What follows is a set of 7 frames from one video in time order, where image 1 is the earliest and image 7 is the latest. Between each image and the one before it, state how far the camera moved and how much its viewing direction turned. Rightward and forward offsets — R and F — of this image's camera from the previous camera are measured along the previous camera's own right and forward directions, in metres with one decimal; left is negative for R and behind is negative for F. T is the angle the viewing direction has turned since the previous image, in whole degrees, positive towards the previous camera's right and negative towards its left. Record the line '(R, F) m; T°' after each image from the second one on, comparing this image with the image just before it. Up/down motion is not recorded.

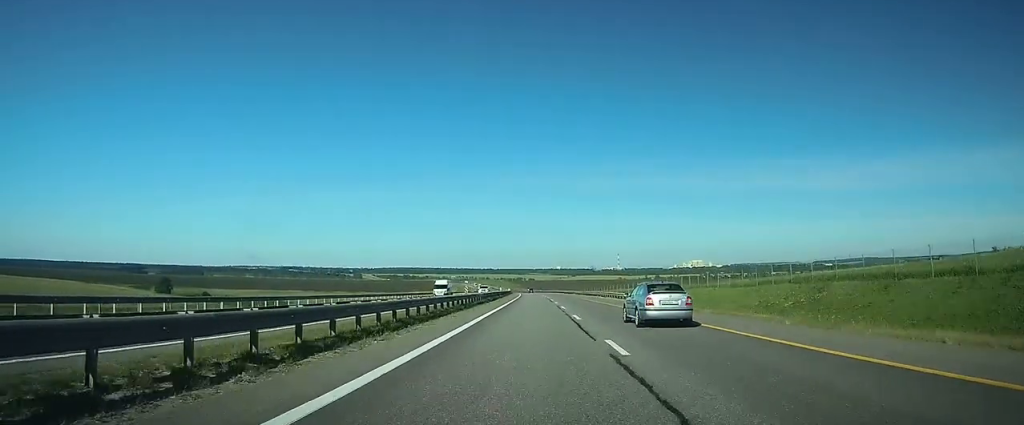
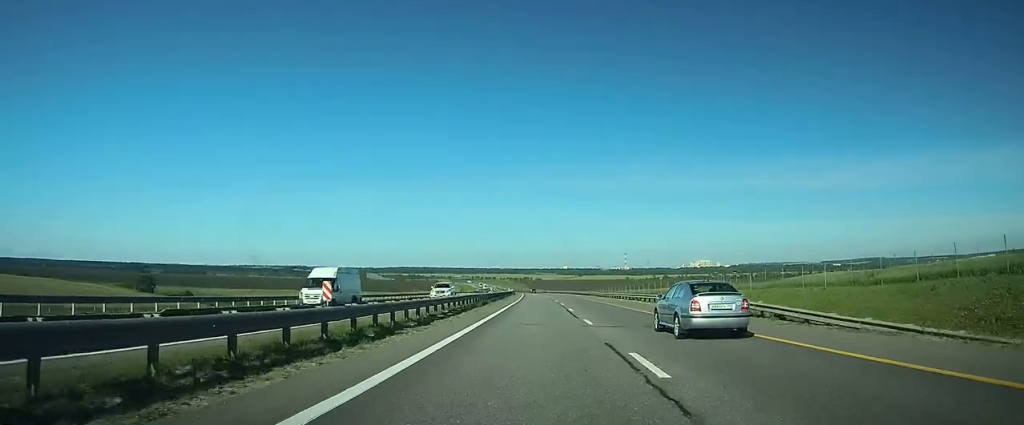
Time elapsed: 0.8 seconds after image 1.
(-0.2, +27.1) m; -1°
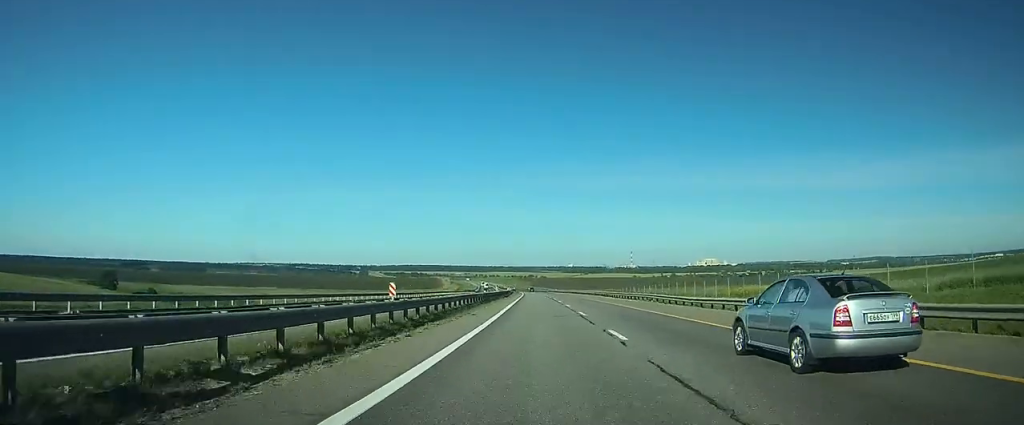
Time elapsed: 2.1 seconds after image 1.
(-0.1, +42.6) m; 0°
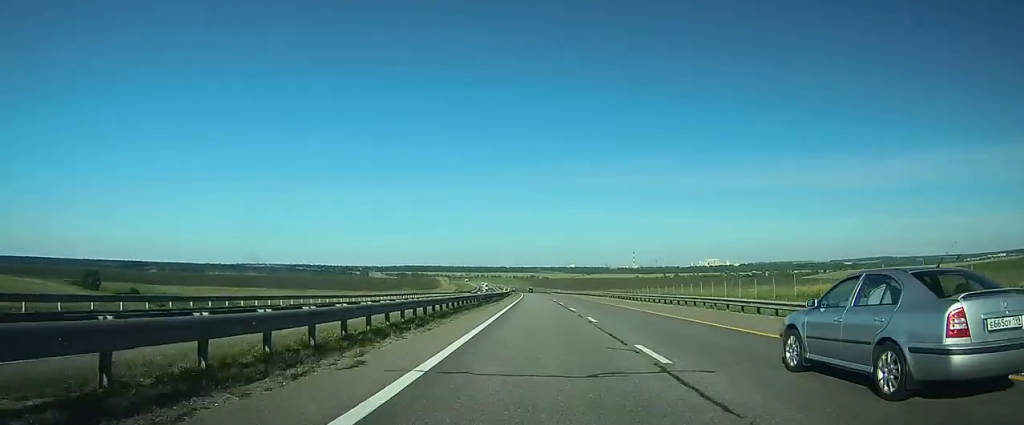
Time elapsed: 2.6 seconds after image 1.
(0.0, +16.7) m; 0°
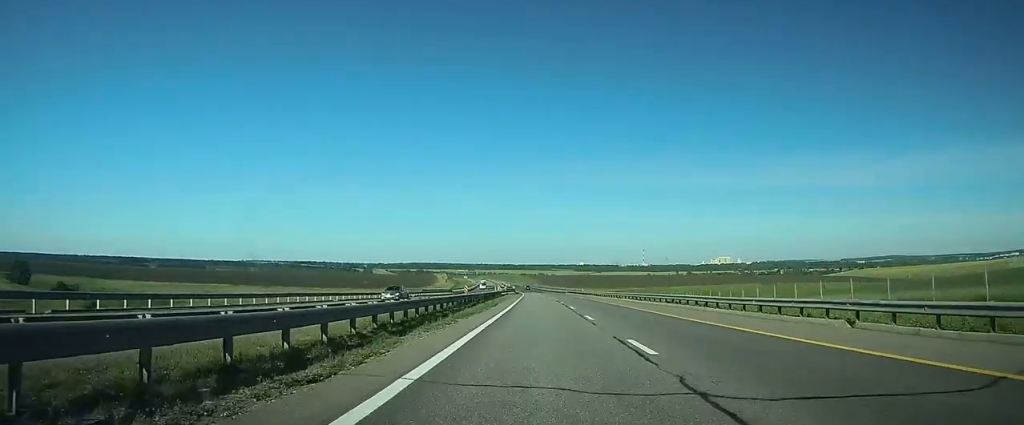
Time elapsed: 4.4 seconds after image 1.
(-0.3, +59.8) m; -1°
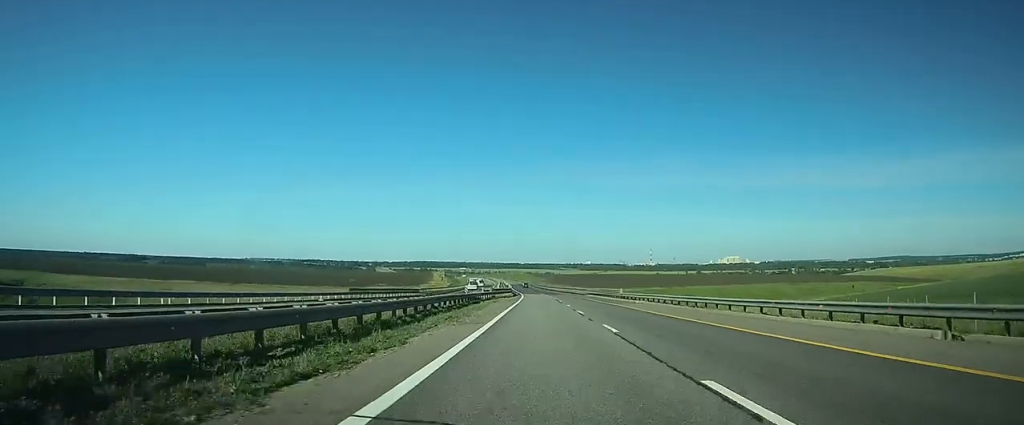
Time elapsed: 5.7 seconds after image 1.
(-0.1, +42.7) m; 0°
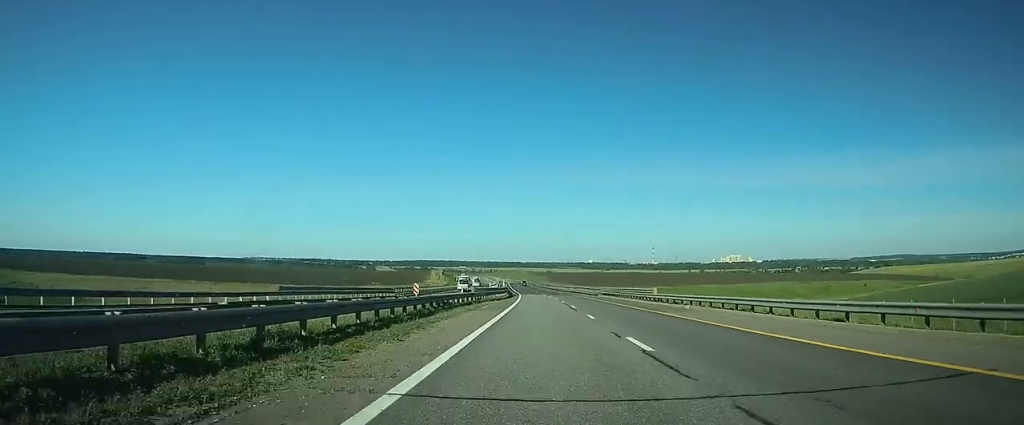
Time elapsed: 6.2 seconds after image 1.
(-0.1, +17.3) m; -1°
